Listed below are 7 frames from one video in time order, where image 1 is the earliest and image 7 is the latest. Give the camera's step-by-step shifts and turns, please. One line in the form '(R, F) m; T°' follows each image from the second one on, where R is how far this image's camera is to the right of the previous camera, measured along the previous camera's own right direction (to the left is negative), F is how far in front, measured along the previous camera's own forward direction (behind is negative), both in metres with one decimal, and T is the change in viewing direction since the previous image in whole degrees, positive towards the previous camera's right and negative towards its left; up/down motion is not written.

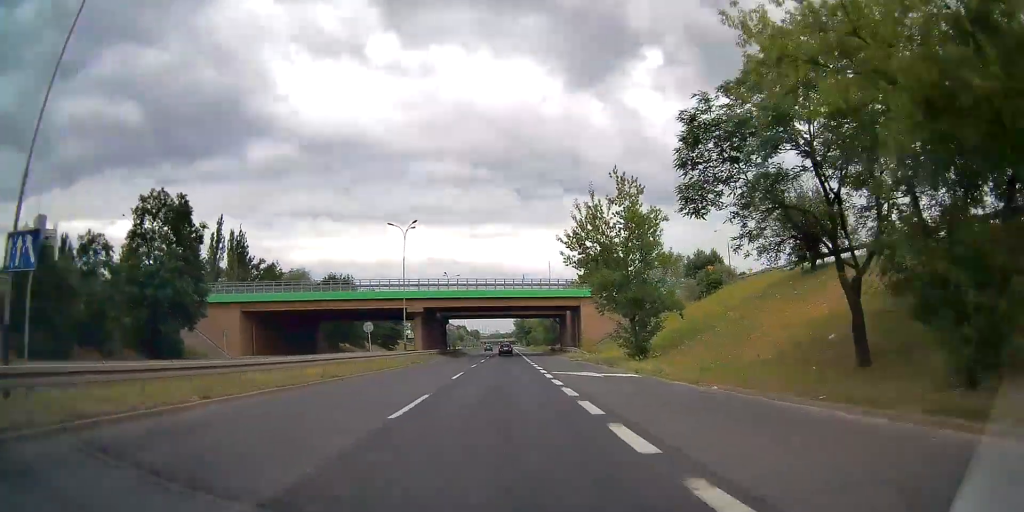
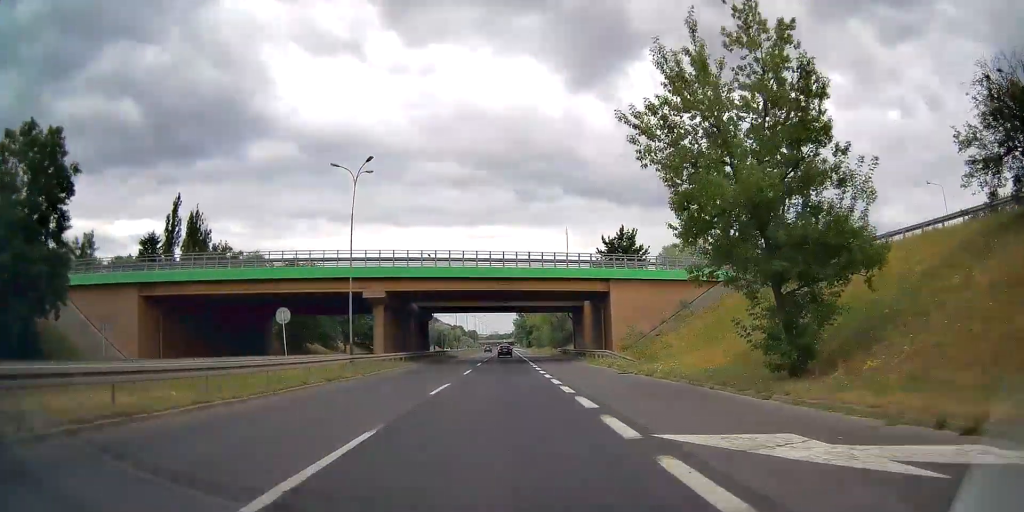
(0.0, +18.4) m; 0°
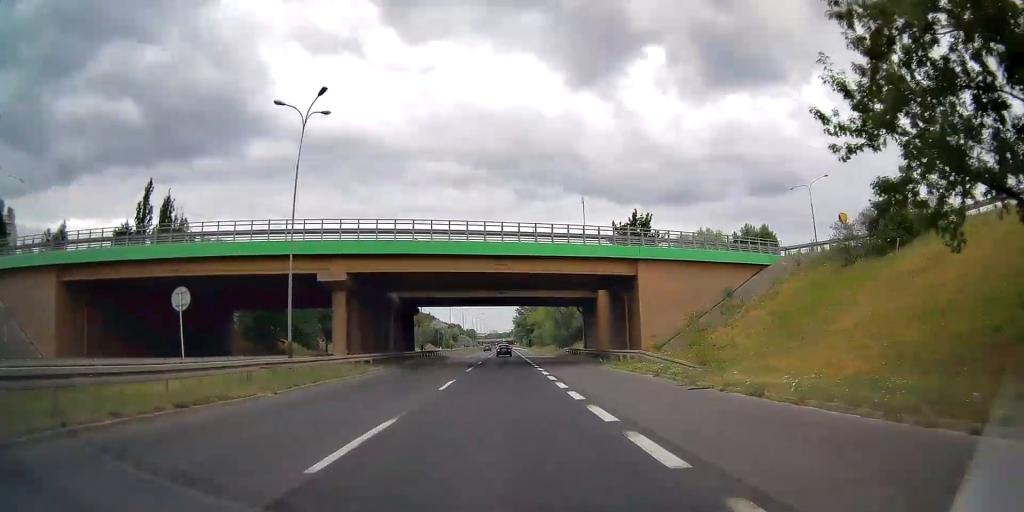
(0.0, +10.0) m; 0°
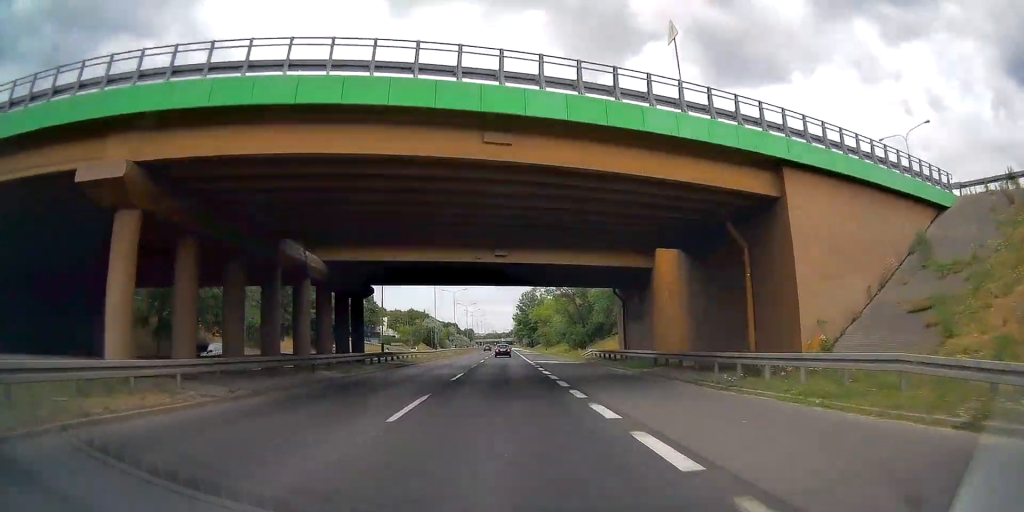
(-0.1, +20.0) m; 0°
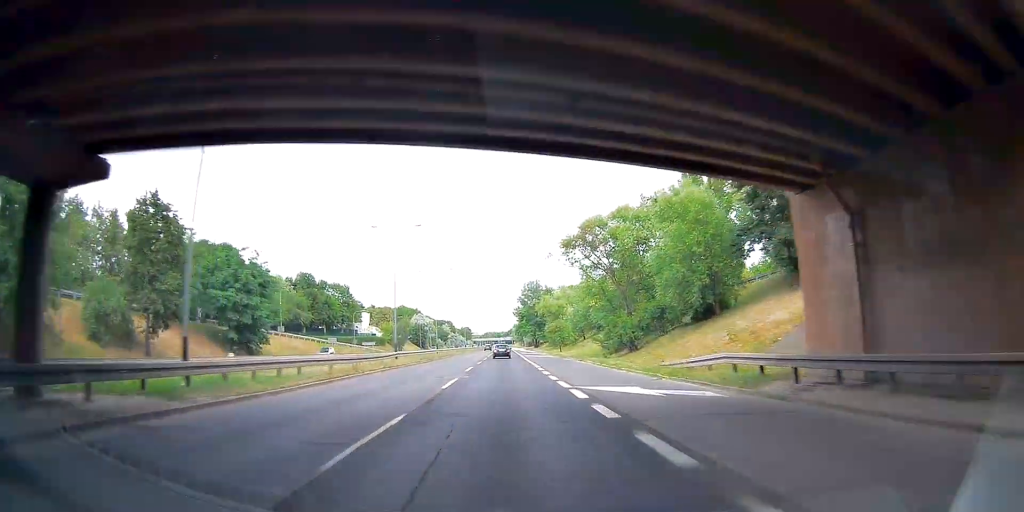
(+0.3, +27.7) m; +1°
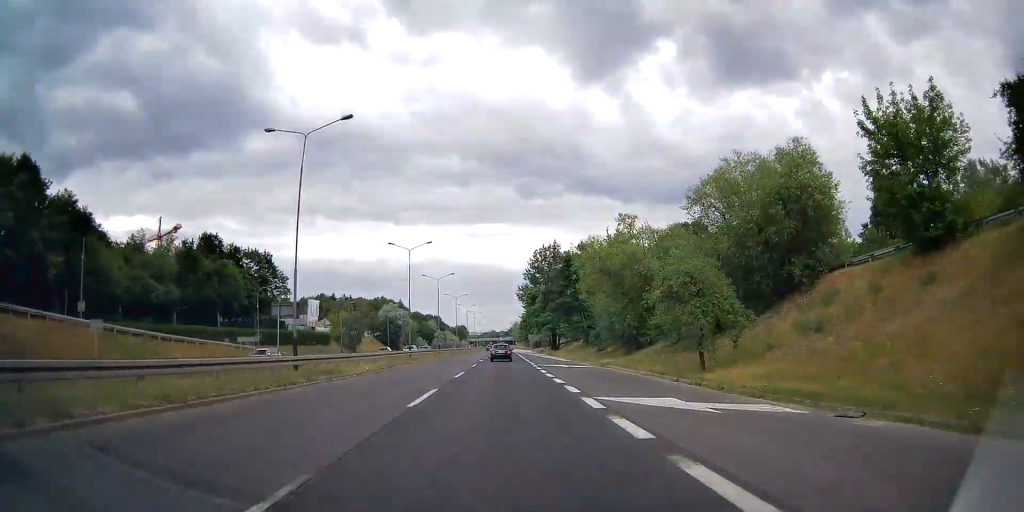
(-0.3, +53.8) m; -1°
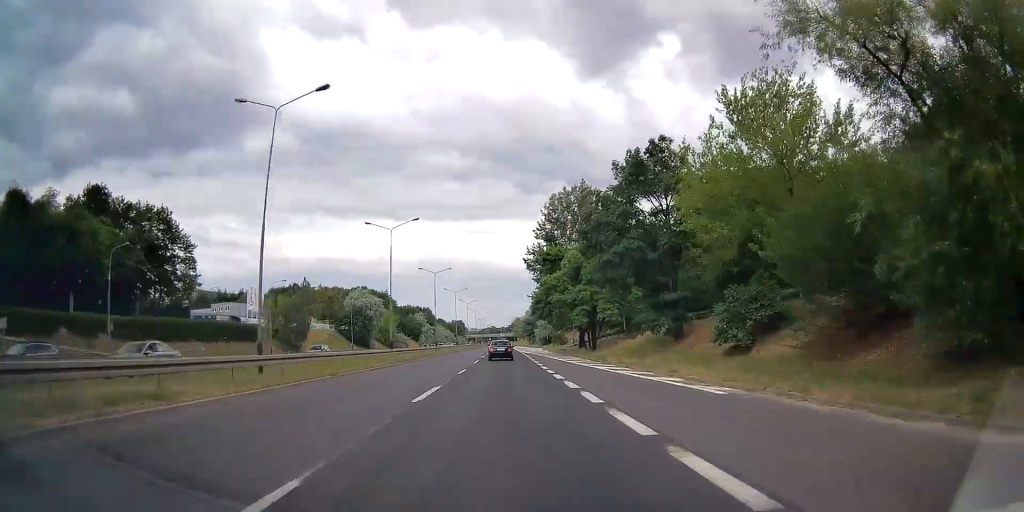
(+0.2, +35.2) m; 0°
